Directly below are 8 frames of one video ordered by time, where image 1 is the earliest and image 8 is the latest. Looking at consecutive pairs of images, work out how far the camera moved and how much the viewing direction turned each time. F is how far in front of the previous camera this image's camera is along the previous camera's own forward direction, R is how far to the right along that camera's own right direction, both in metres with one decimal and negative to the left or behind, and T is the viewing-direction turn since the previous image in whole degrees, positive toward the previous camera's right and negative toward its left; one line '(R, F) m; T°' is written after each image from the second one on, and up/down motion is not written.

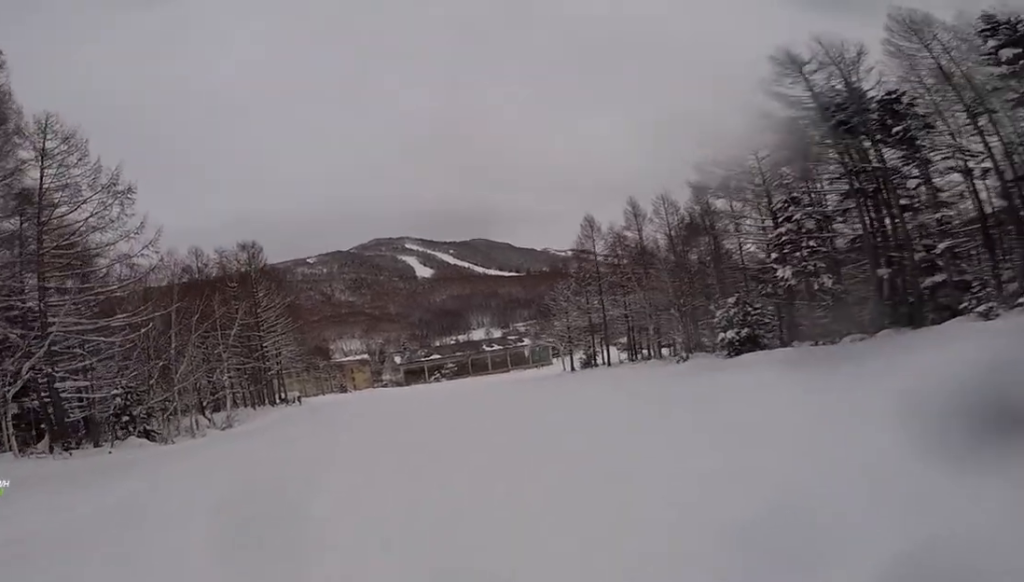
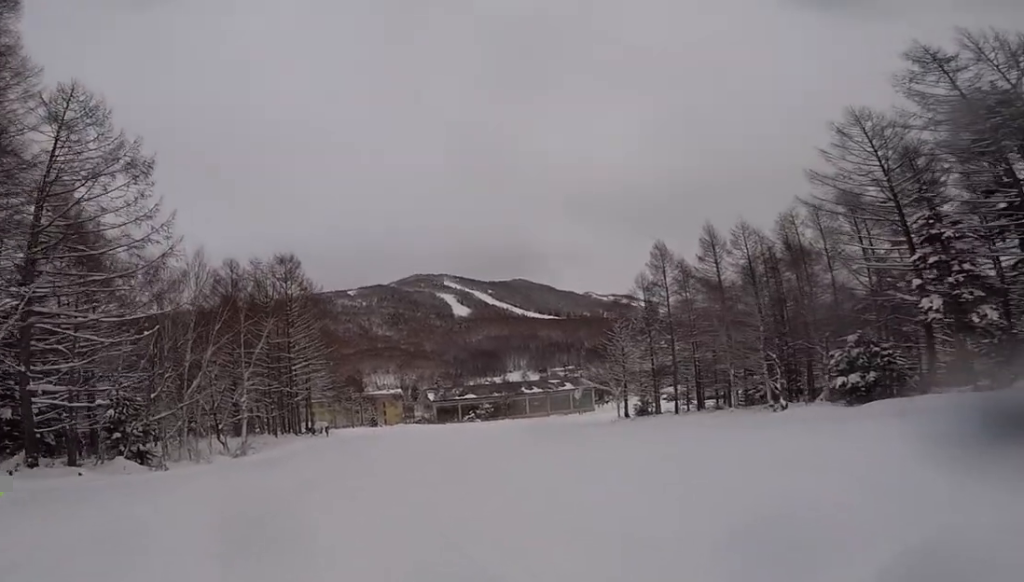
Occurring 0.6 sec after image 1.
(+0.6, +5.0) m; +4°
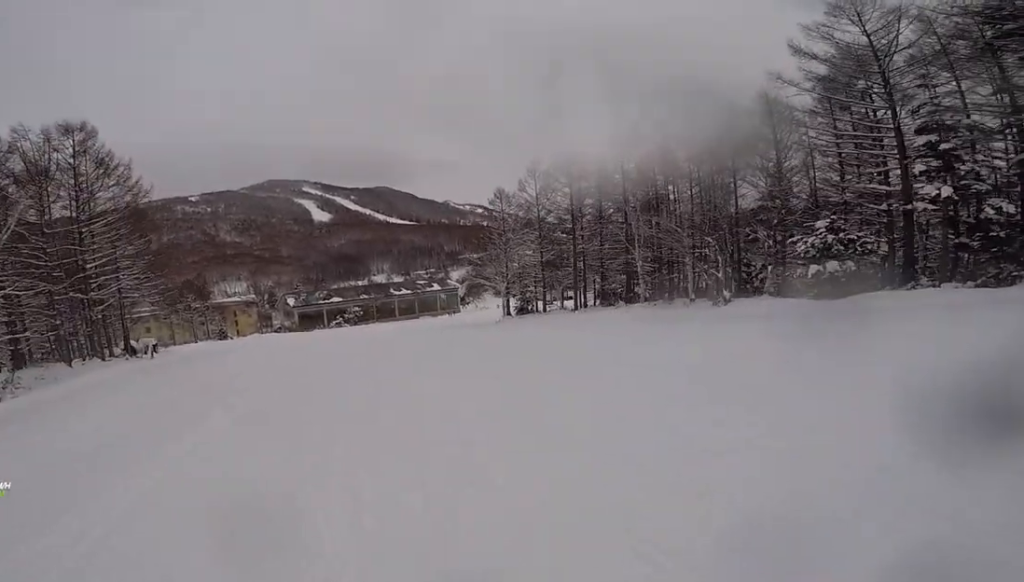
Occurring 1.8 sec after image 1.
(+0.3, +9.6) m; +2°
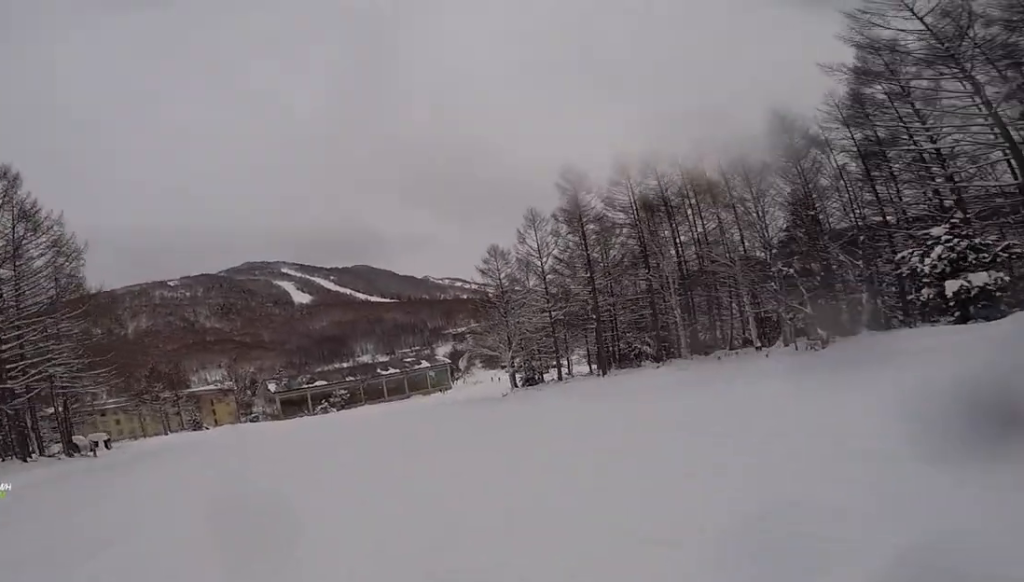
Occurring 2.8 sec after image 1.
(+0.1, +7.1) m; +2°
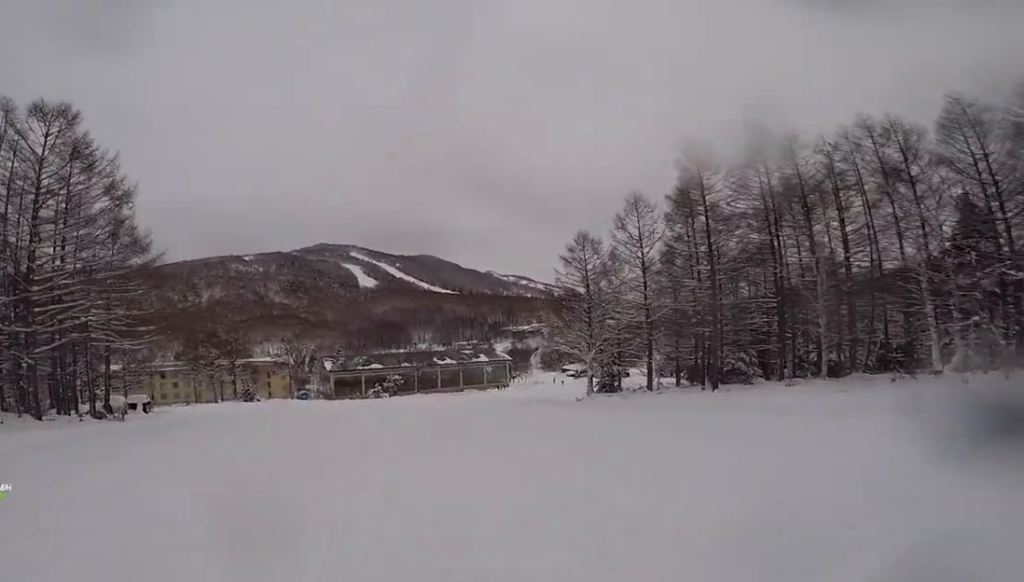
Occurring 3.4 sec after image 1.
(+0.1, +5.0) m; +1°
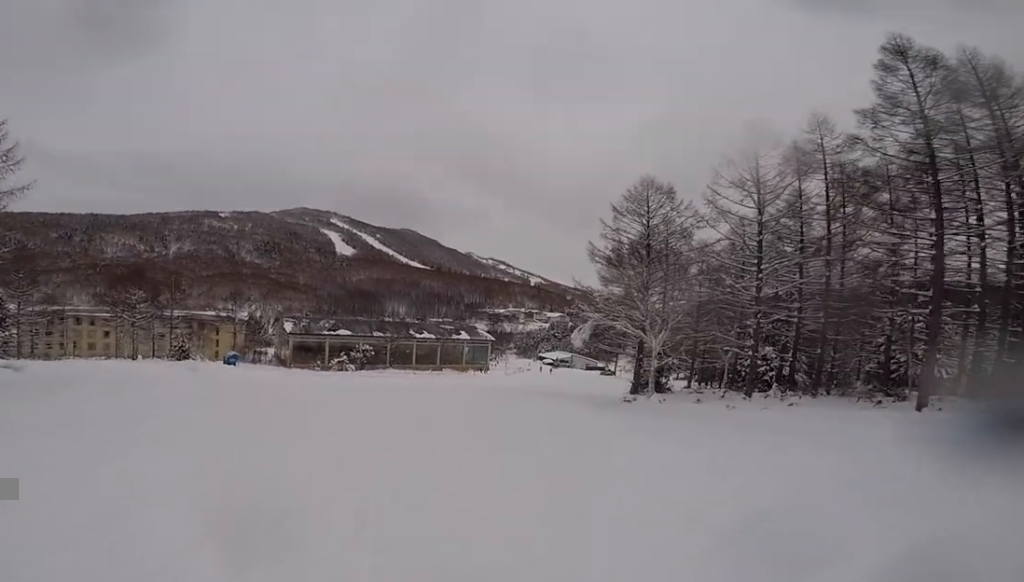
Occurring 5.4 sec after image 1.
(+0.5, +14.7) m; +7°
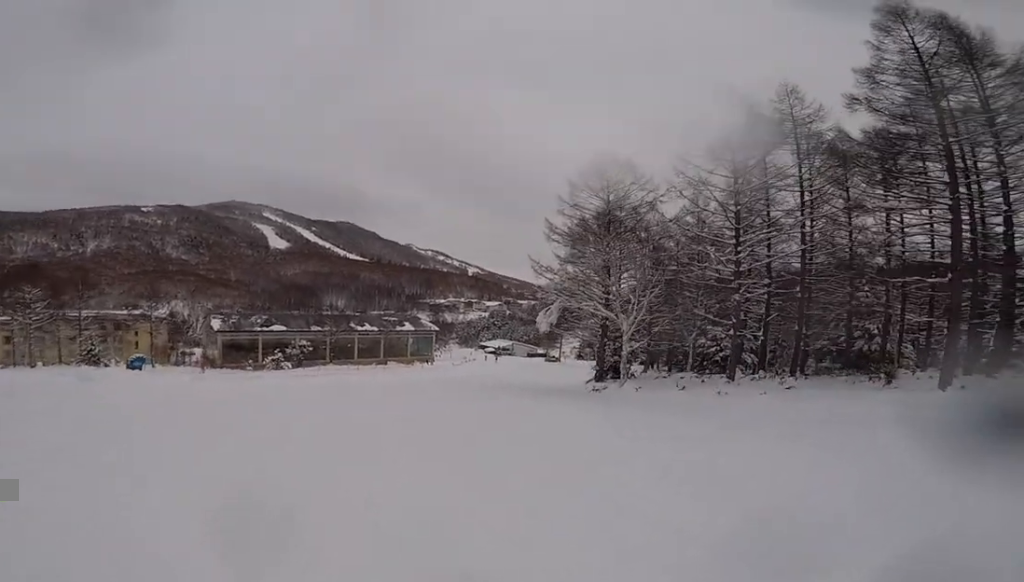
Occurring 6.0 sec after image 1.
(0.0, +4.5) m; +6°
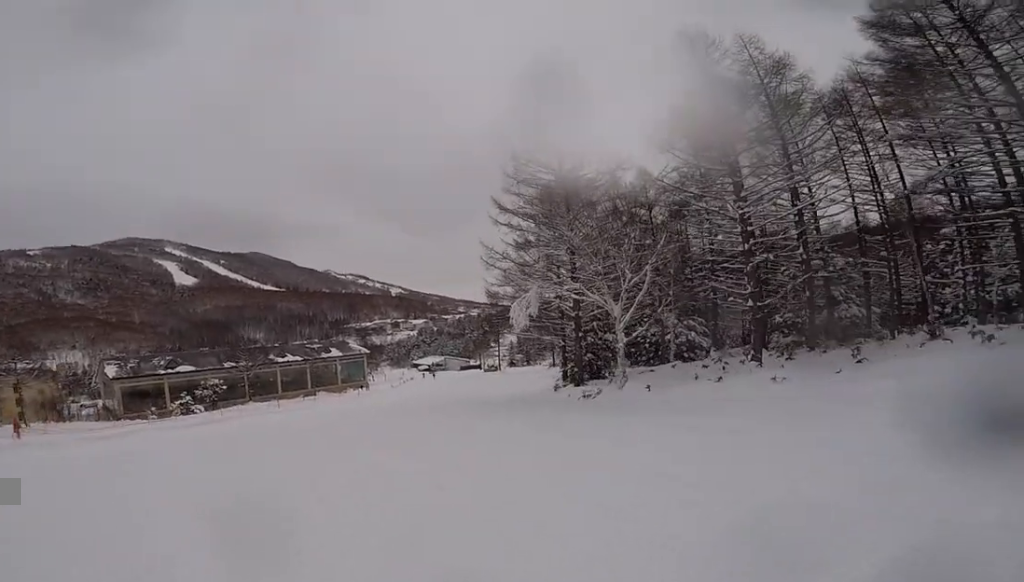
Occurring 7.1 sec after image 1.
(+0.8, +7.2) m; +8°
